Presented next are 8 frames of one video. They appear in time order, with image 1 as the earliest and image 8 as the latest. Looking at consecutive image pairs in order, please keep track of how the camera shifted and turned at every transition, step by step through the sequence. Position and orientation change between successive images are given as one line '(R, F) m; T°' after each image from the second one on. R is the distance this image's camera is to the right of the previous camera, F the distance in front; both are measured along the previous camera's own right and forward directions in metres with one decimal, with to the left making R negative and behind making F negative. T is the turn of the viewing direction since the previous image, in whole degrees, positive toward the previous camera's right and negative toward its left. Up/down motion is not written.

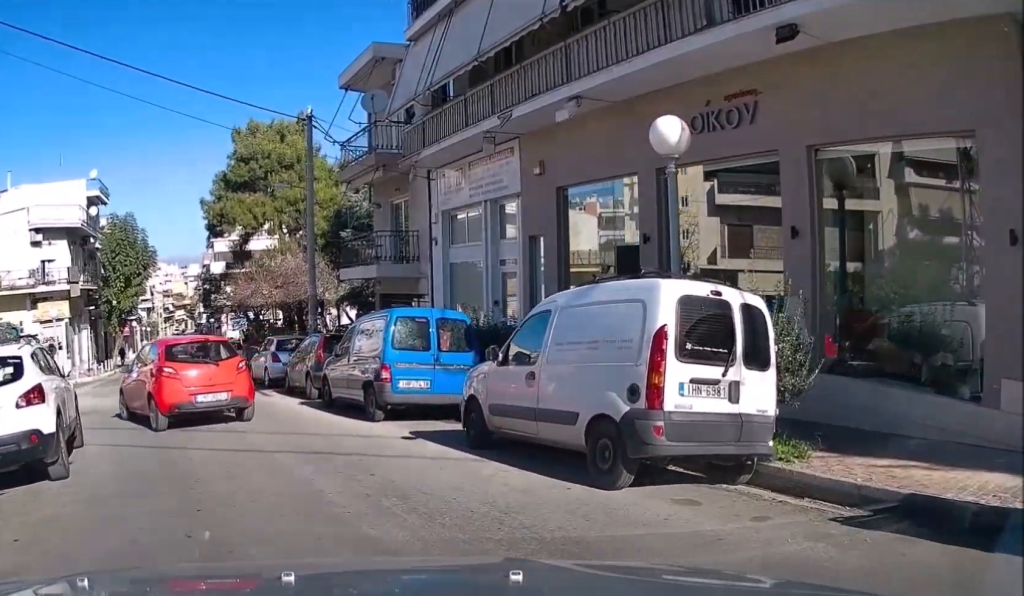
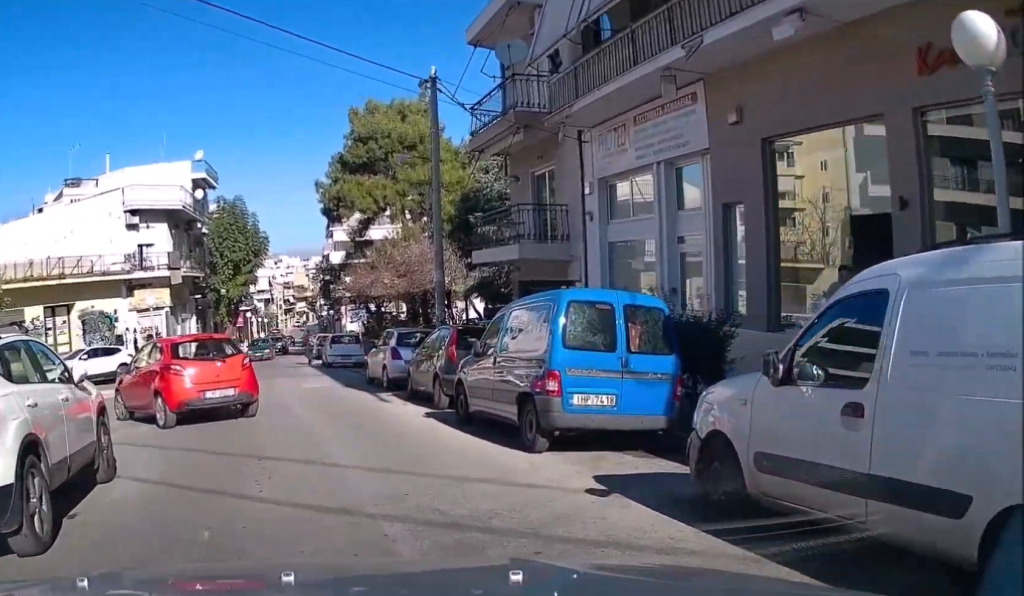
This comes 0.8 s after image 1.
(-0.4, +3.7) m; -8°
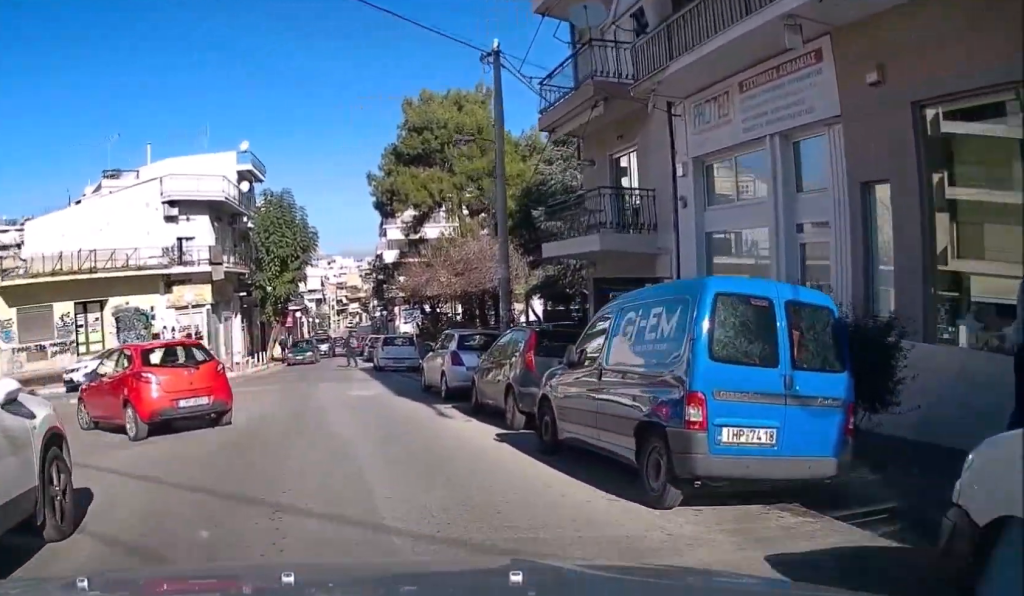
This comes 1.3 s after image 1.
(-0.1, +2.2) m; -2°
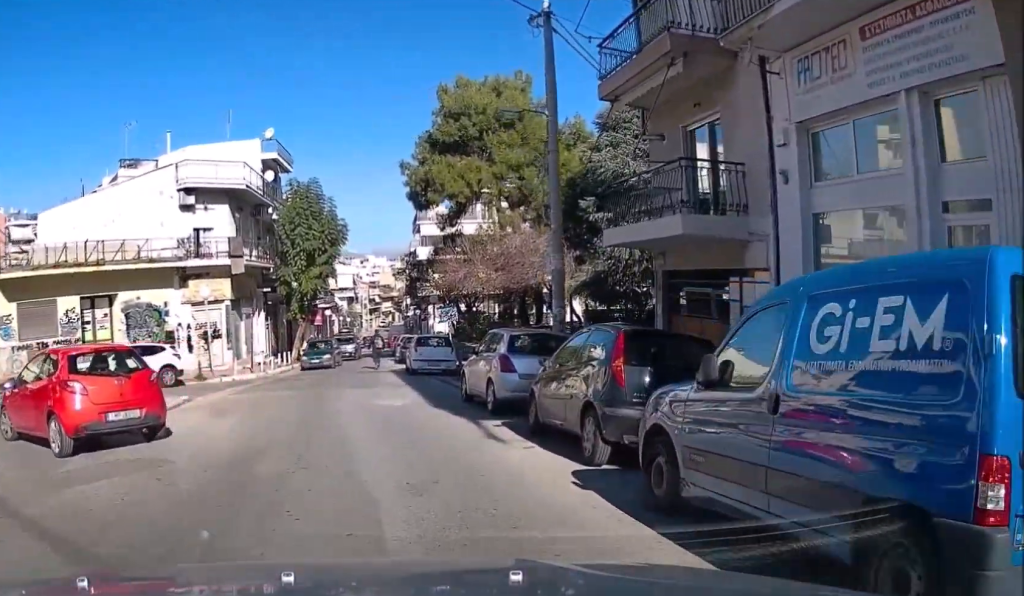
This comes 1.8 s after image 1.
(0.0, +2.8) m; +3°
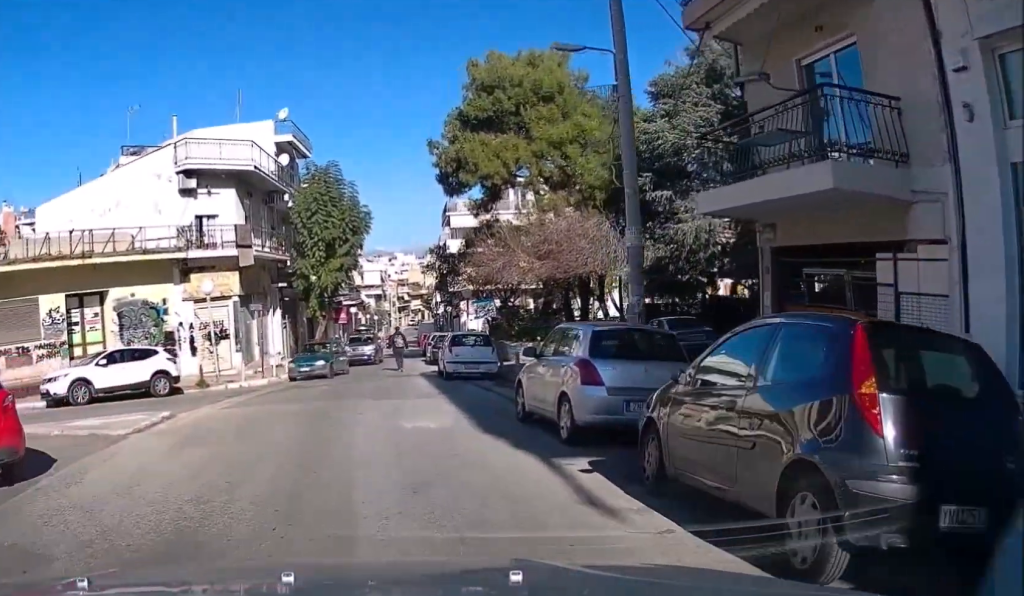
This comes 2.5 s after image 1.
(0.0, +3.8) m; +6°
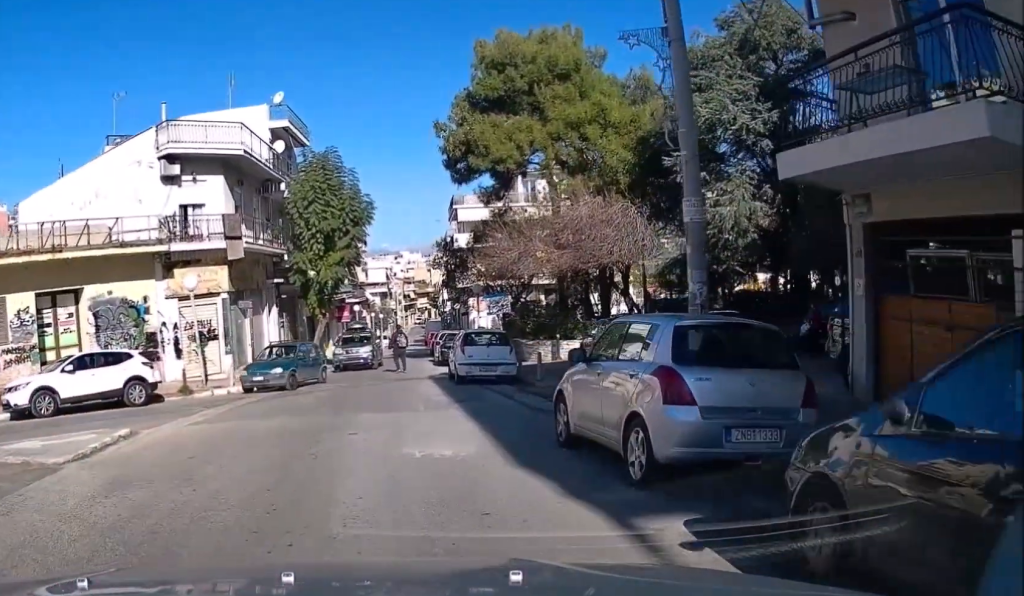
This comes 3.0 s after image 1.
(+0.3, +3.0) m; +4°
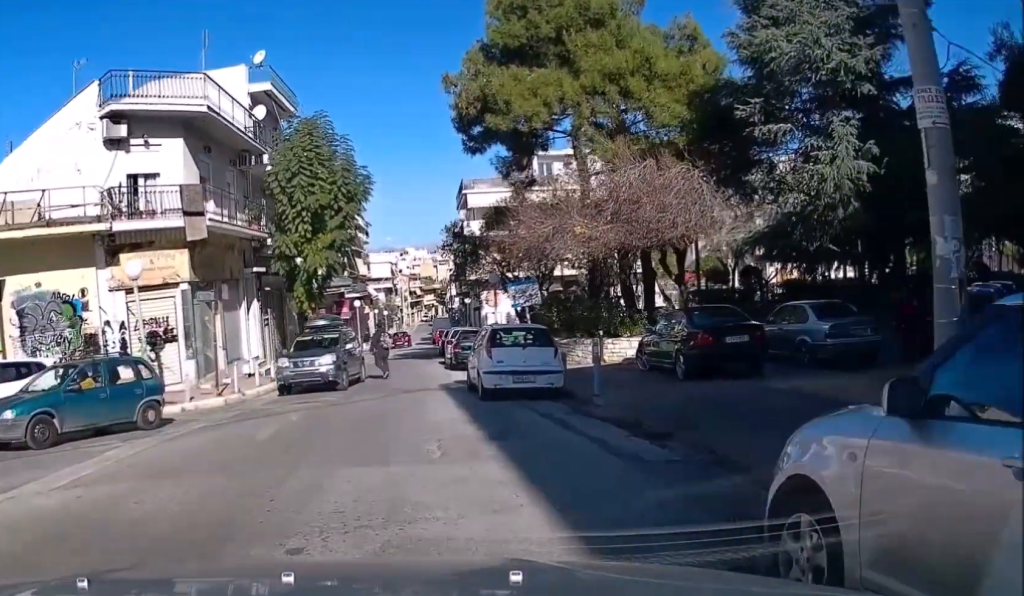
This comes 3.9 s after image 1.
(+0.4, +5.9) m; +1°
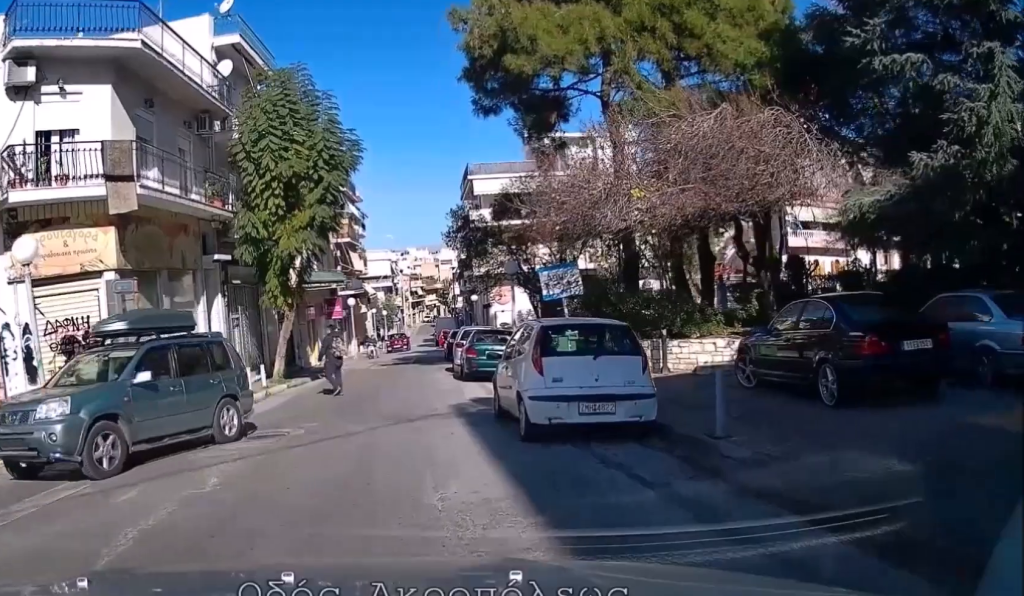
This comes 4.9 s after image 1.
(-0.3, +6.3) m; -6°
